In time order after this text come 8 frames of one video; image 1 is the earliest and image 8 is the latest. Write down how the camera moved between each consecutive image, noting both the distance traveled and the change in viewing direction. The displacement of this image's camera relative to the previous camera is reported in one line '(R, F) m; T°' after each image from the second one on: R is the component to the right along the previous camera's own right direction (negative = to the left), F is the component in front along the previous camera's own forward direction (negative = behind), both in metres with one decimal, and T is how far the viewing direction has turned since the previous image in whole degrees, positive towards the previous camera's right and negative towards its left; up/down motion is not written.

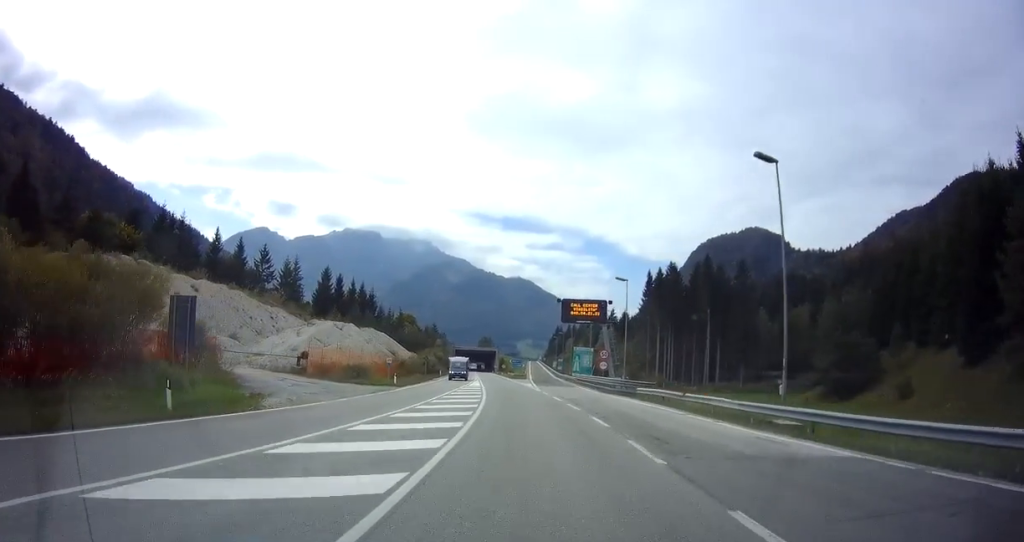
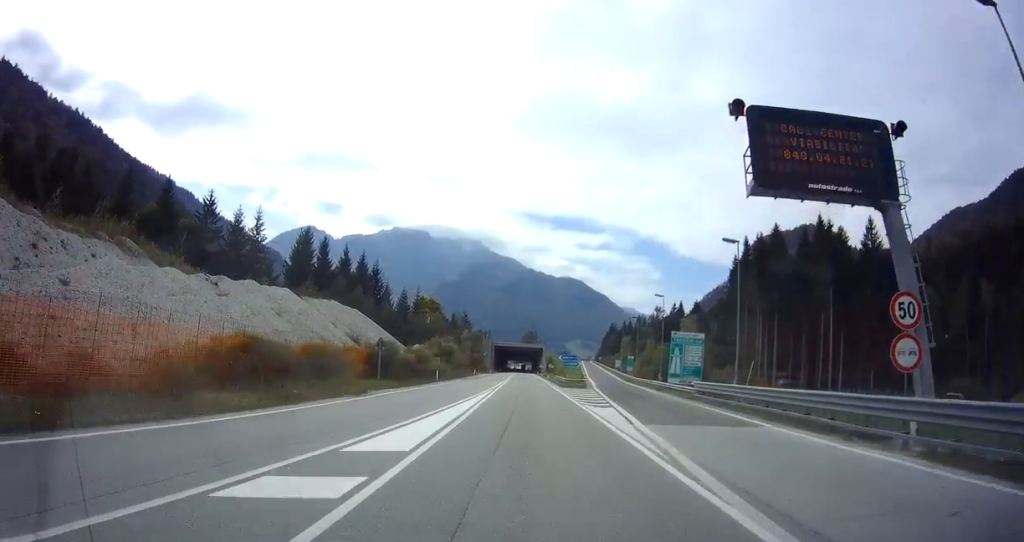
(-1.7, +37.0) m; -3°
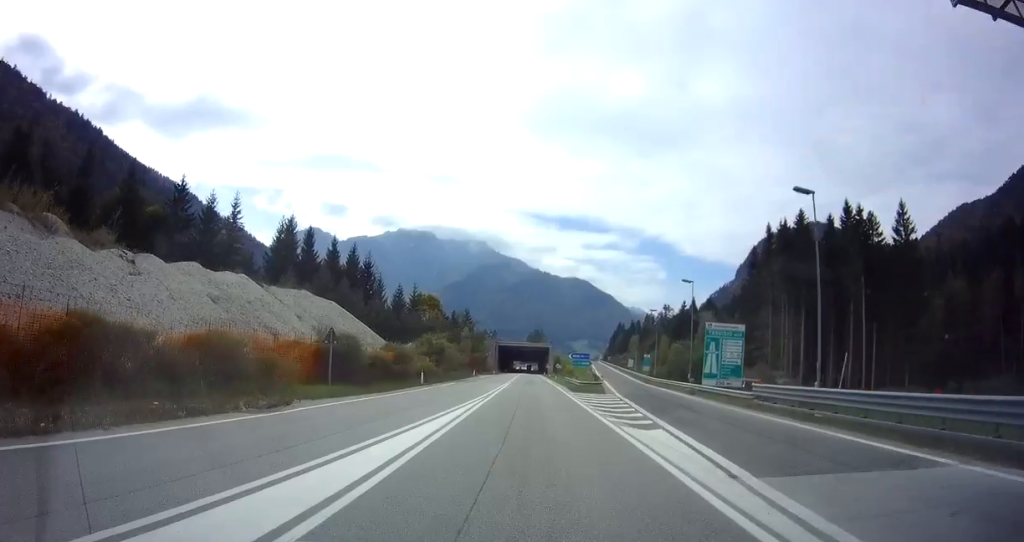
(0.0, +8.5) m; 0°
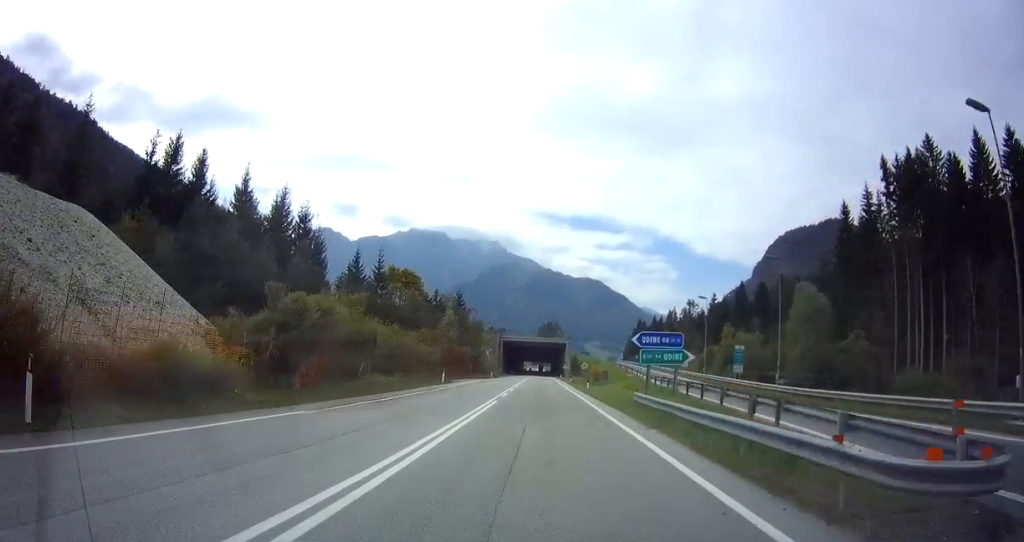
(-0.5, +33.0) m; -1°
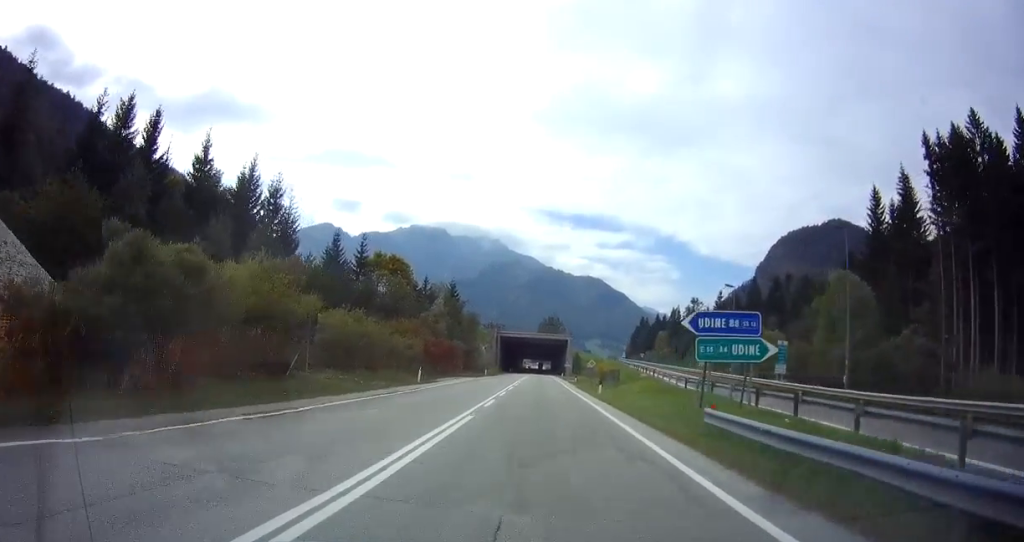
(-0.1, +8.6) m; 0°
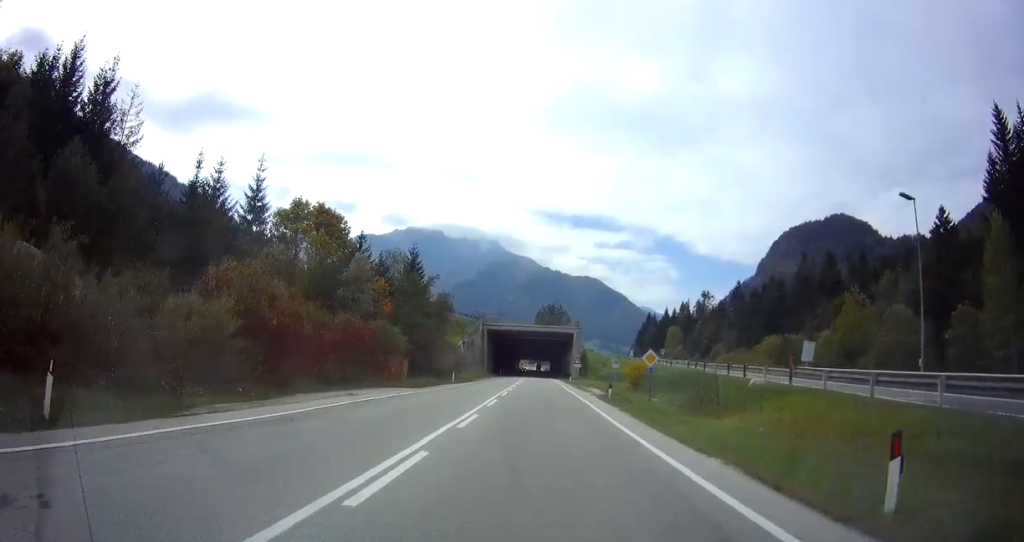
(+0.5, +28.5) m; +1°
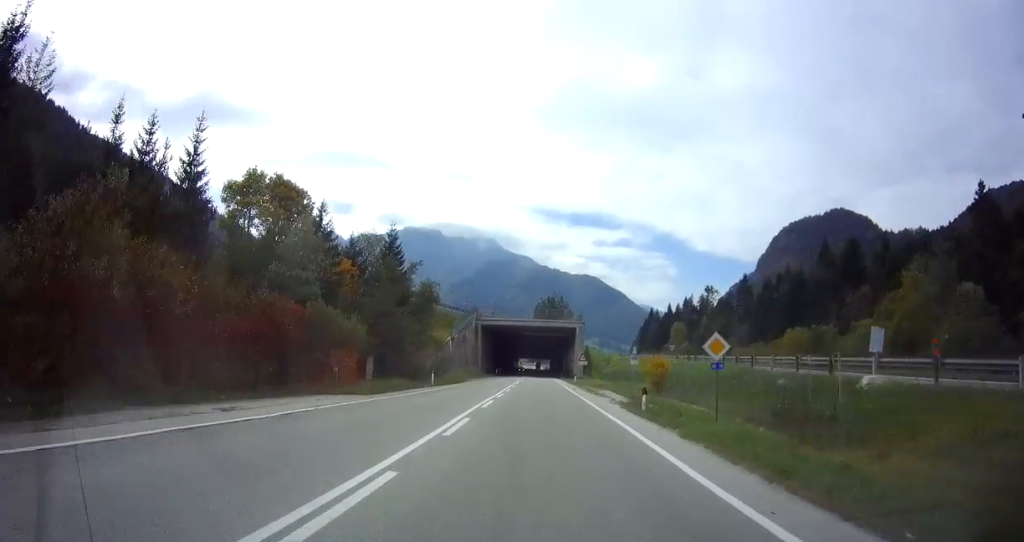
(0.0, +9.2) m; 0°
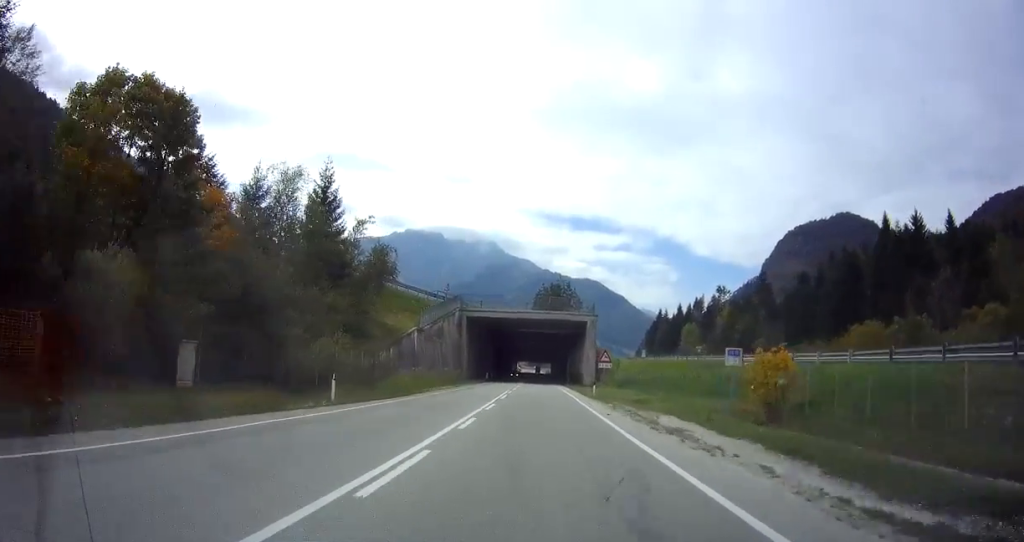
(-0.2, +19.3) m; -1°
